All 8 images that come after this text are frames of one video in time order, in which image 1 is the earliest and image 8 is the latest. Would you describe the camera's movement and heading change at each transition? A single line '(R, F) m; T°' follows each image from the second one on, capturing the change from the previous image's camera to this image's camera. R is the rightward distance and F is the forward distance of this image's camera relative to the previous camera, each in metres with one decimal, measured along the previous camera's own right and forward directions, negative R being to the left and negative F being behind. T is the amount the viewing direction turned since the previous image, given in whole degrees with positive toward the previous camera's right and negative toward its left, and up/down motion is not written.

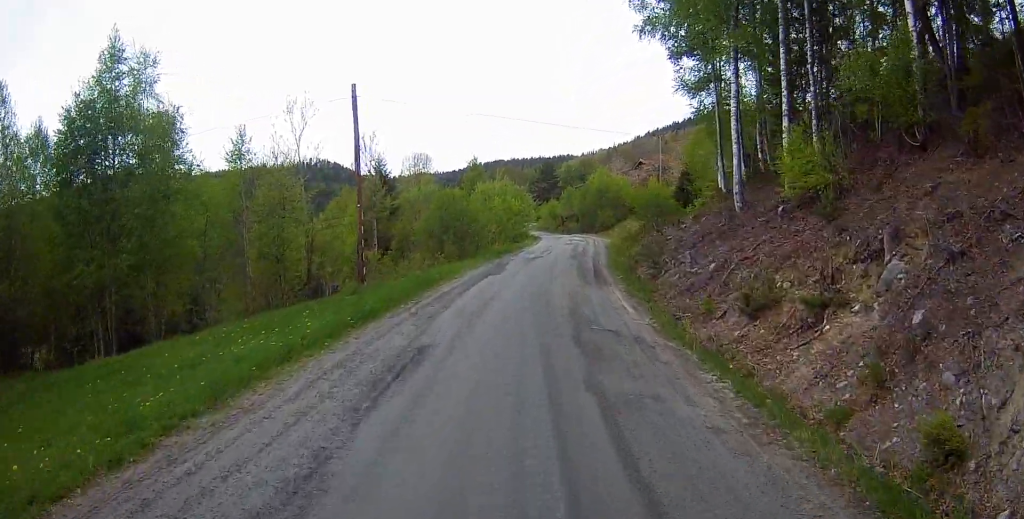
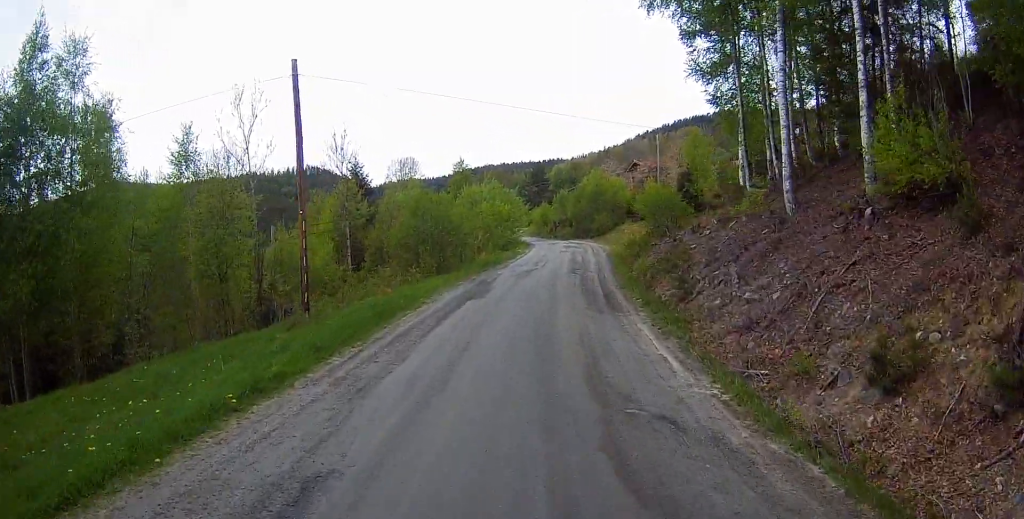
(+0.4, +4.1) m; +5°
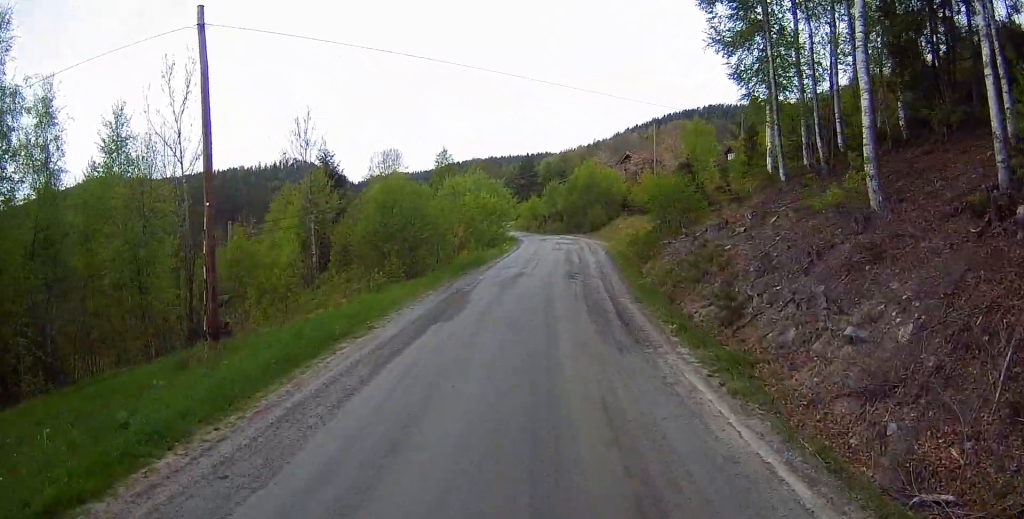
(+0.2, +4.0) m; +1°
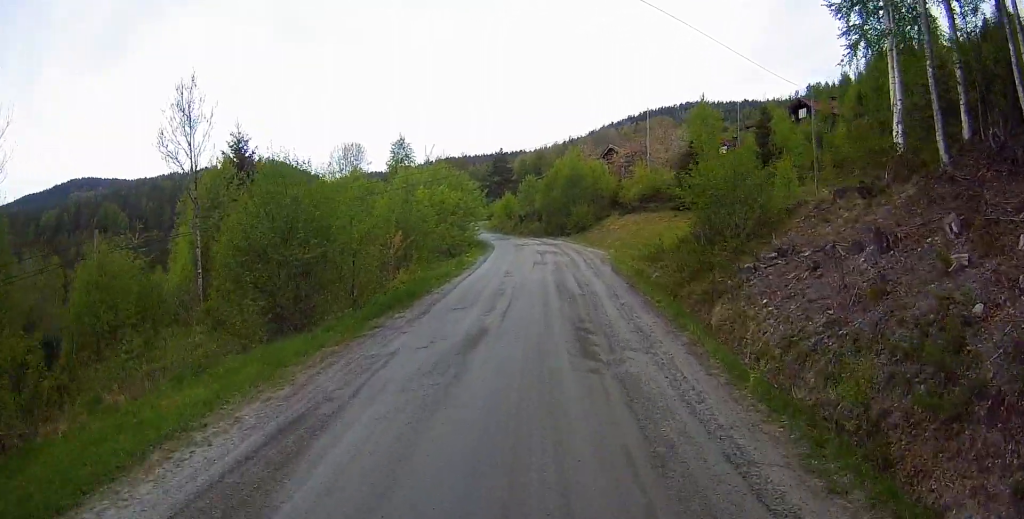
(-0.4, +9.3) m; -1°
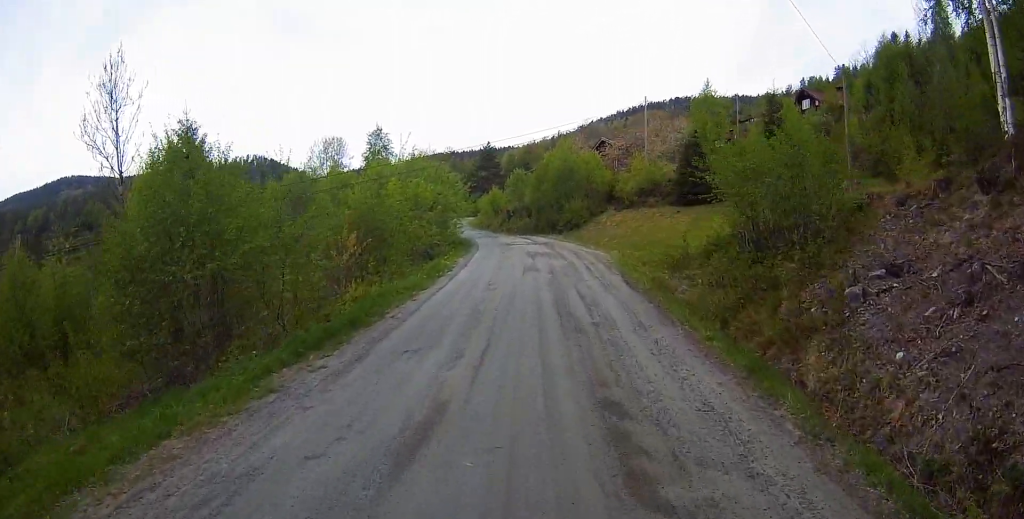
(+0.2, +4.3) m; +1°
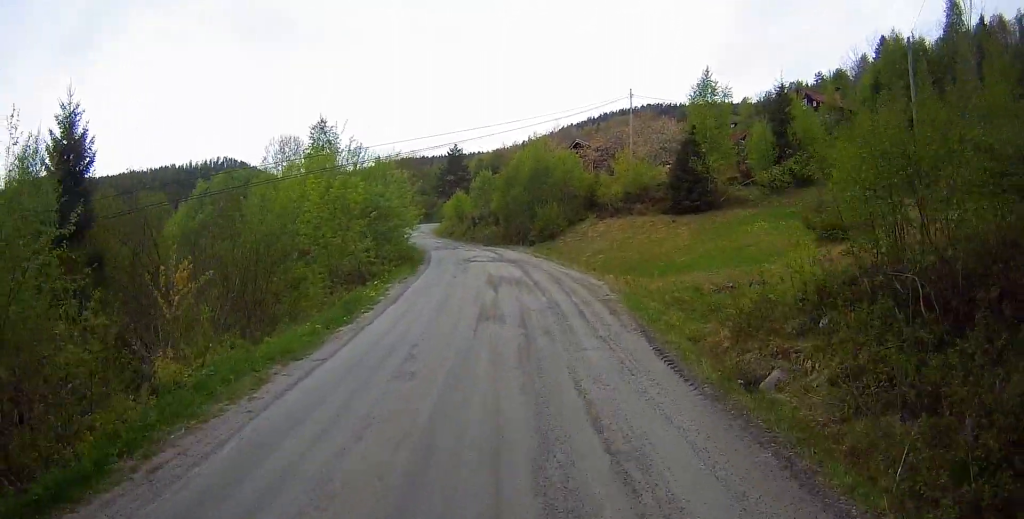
(0.0, +7.2) m; +2°
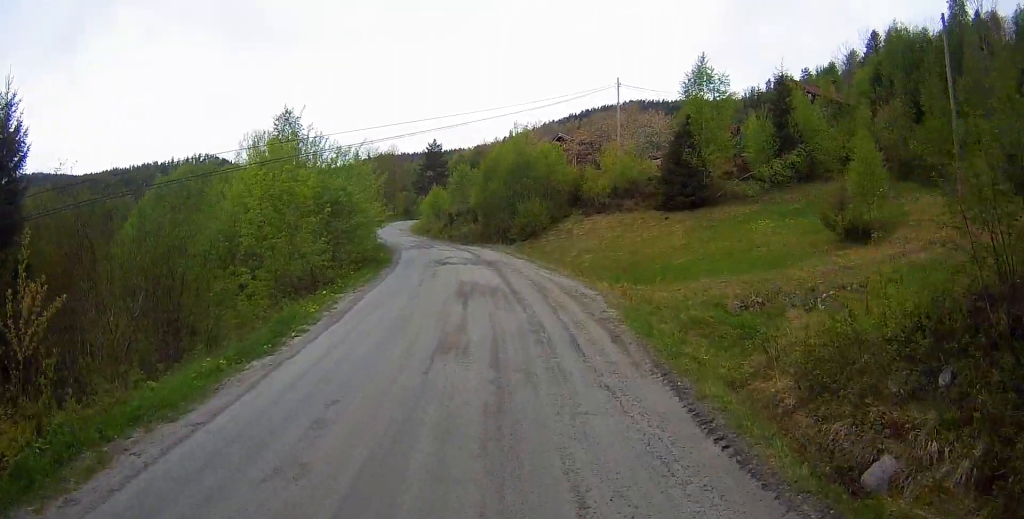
(-0.1, +3.1) m; +1°
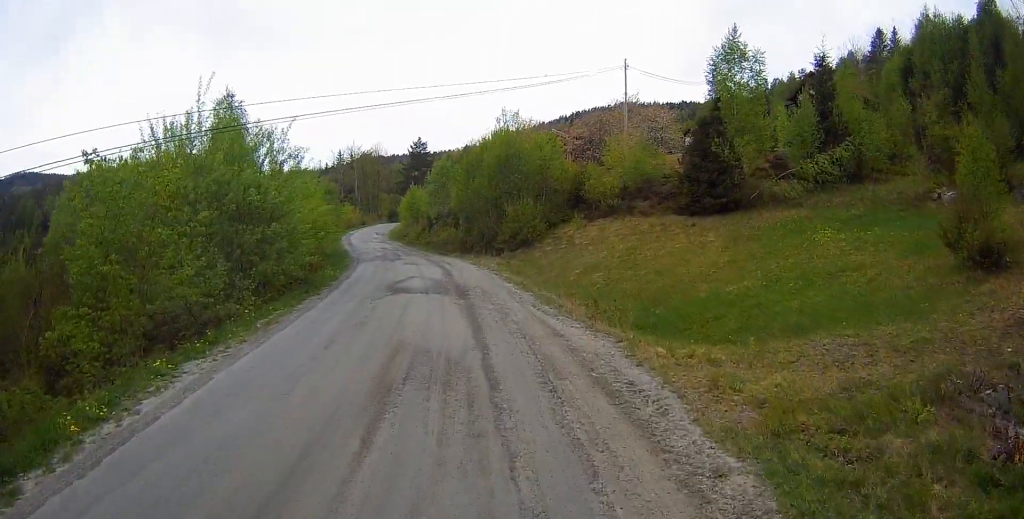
(+0.4, +7.5) m; +2°
